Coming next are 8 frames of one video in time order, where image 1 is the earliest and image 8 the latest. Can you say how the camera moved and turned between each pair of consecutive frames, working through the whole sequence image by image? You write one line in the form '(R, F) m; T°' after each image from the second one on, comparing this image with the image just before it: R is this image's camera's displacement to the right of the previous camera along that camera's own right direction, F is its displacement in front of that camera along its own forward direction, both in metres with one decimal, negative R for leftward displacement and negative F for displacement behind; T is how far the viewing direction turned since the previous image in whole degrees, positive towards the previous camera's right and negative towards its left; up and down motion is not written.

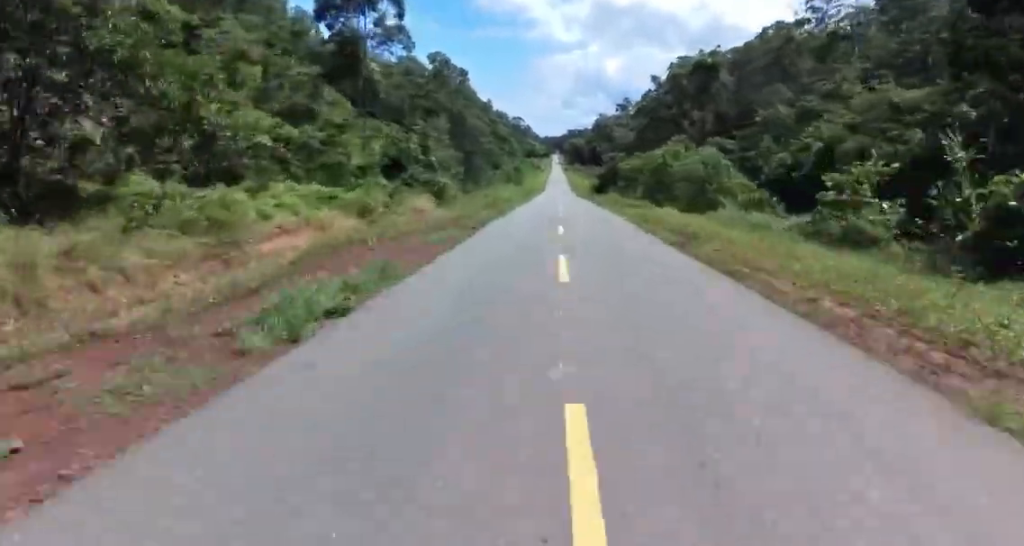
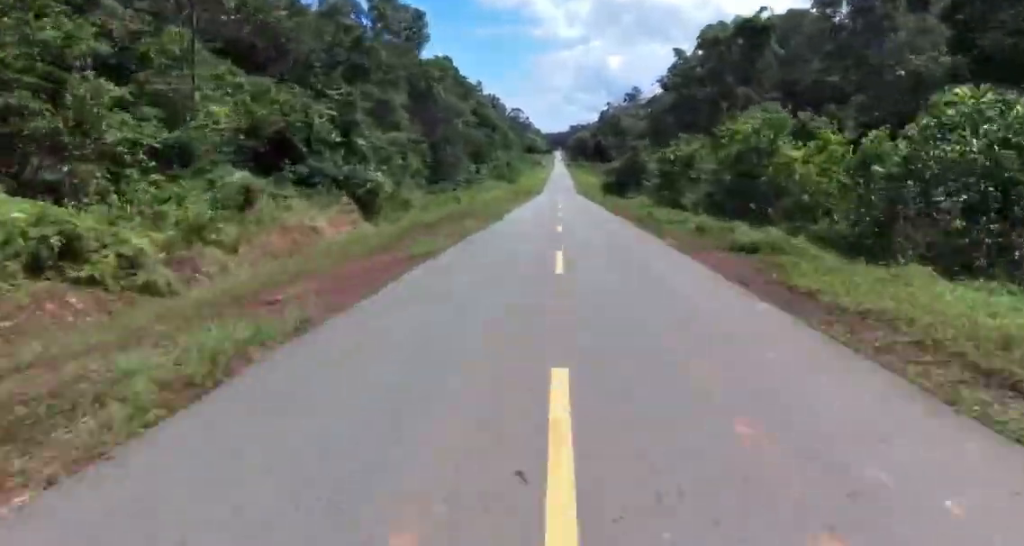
(0.0, +24.1) m; -1°
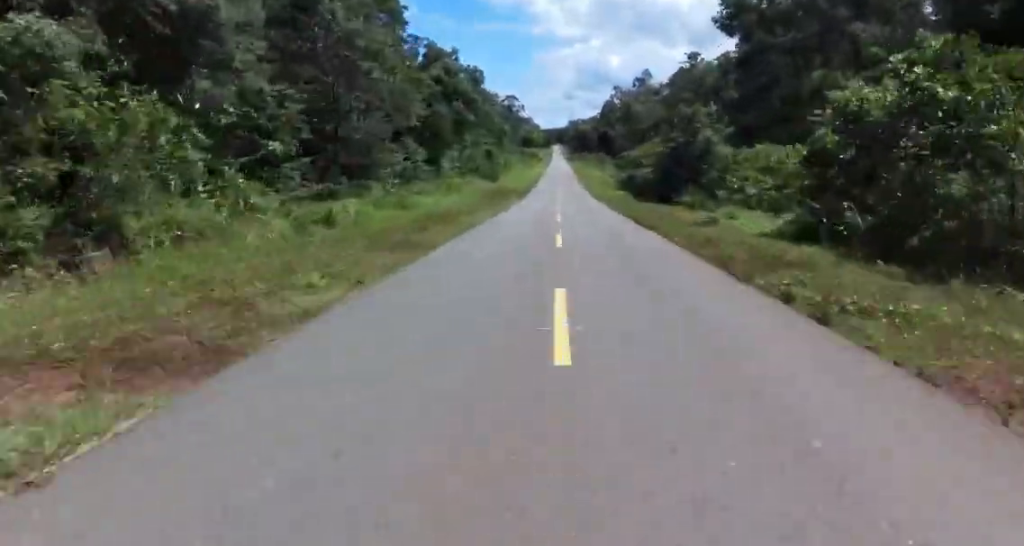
(-0.3, +29.3) m; -1°
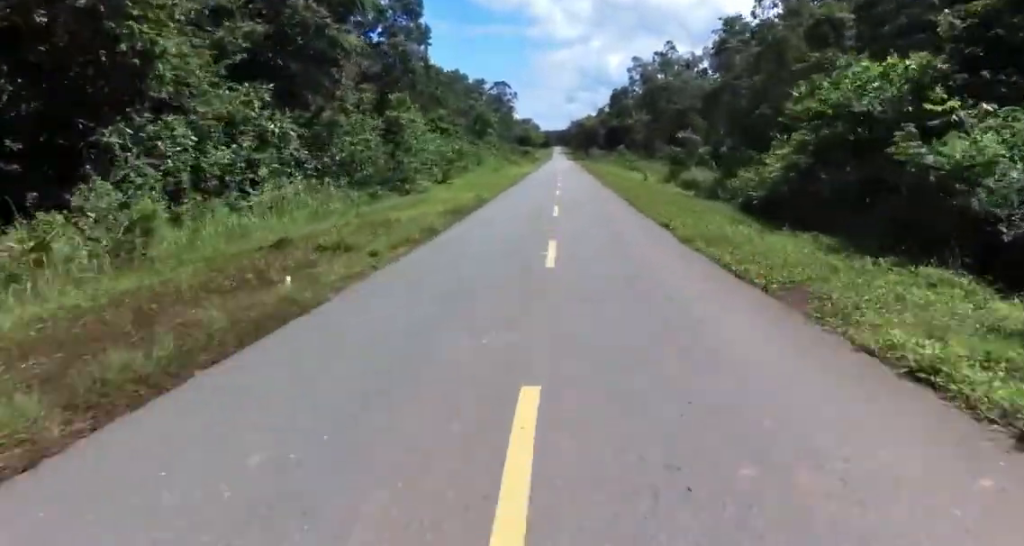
(+0.1, +45.5) m; 0°
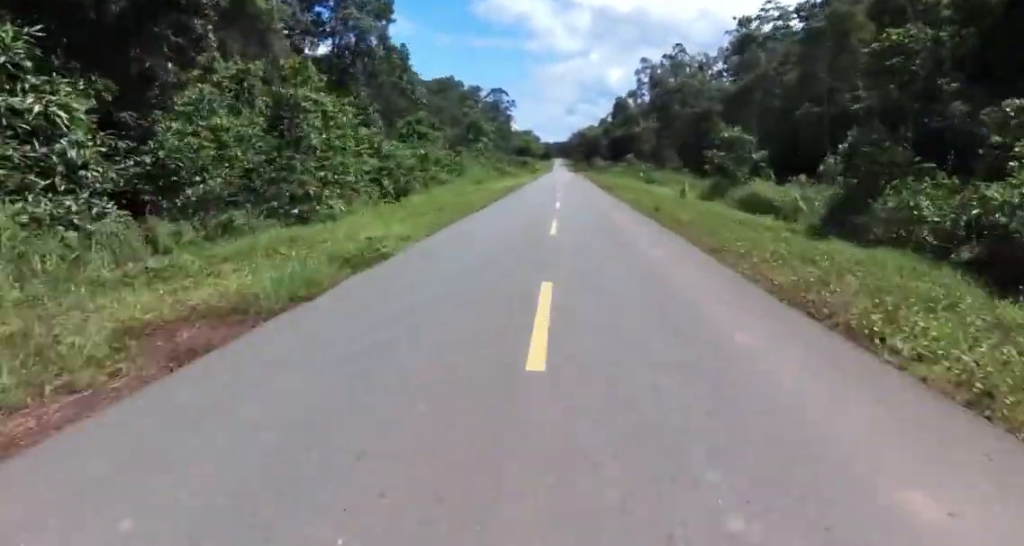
(-0.1, +13.0) m; -1°
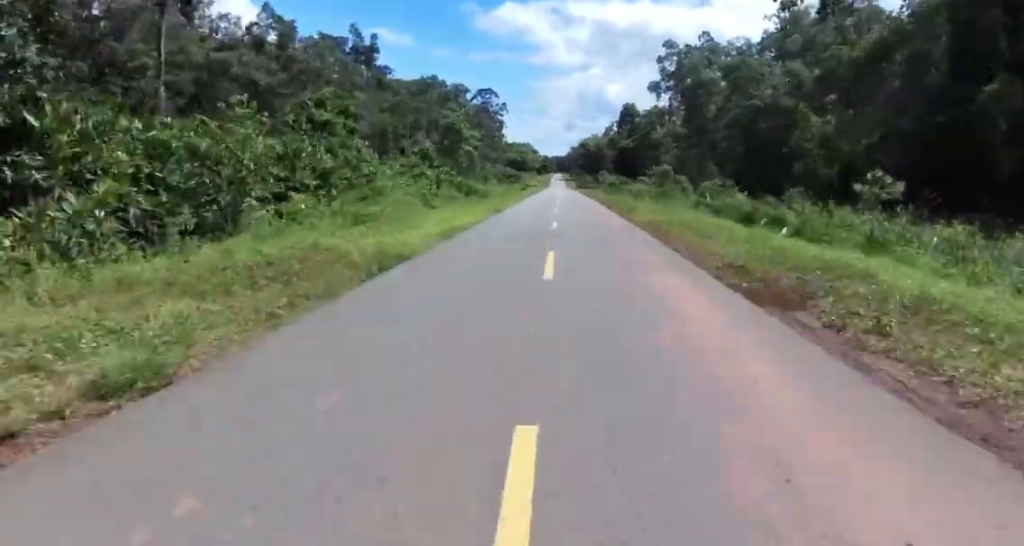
(-0.6, +29.2) m; -1°
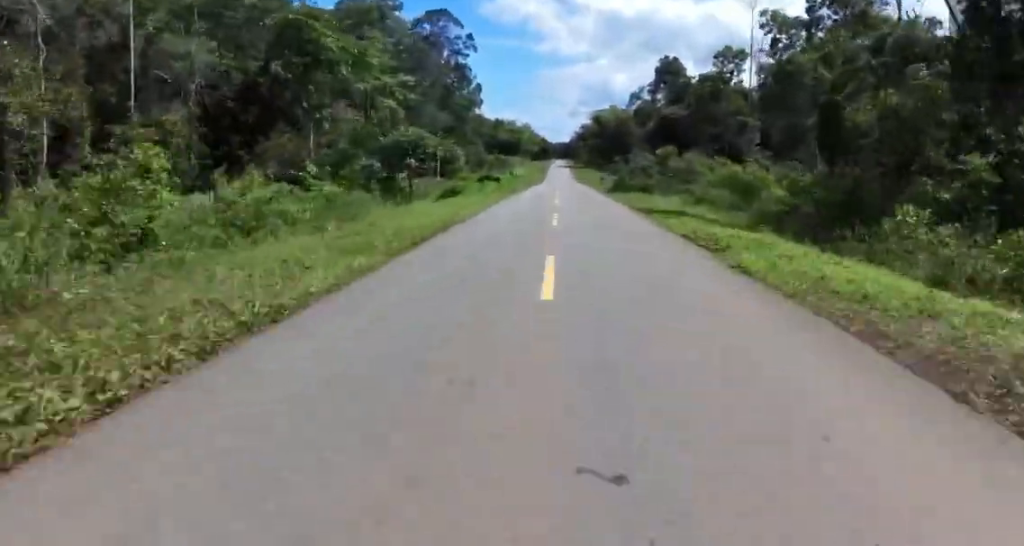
(+2.4, +67.2) m; +3°
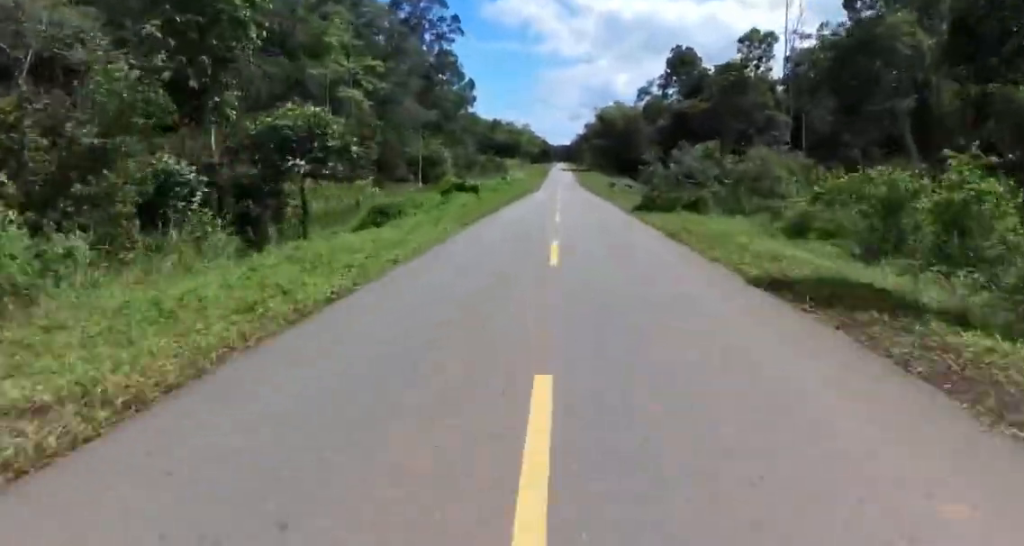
(0.0, +13.4) m; 0°
